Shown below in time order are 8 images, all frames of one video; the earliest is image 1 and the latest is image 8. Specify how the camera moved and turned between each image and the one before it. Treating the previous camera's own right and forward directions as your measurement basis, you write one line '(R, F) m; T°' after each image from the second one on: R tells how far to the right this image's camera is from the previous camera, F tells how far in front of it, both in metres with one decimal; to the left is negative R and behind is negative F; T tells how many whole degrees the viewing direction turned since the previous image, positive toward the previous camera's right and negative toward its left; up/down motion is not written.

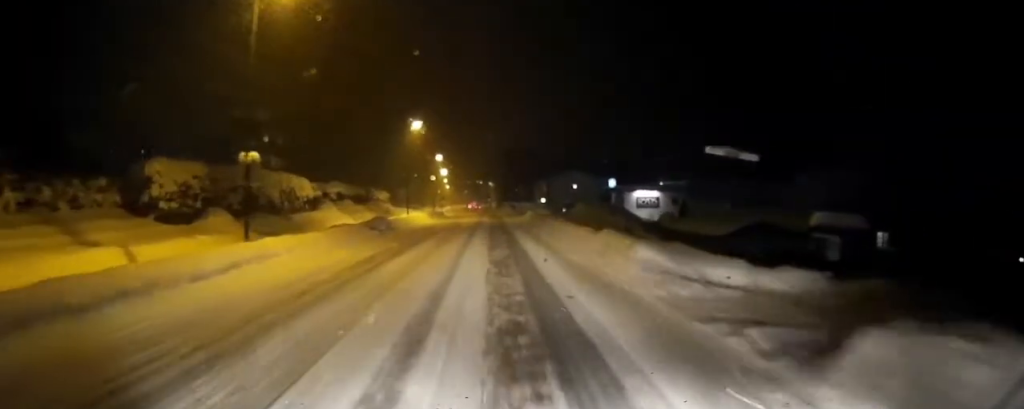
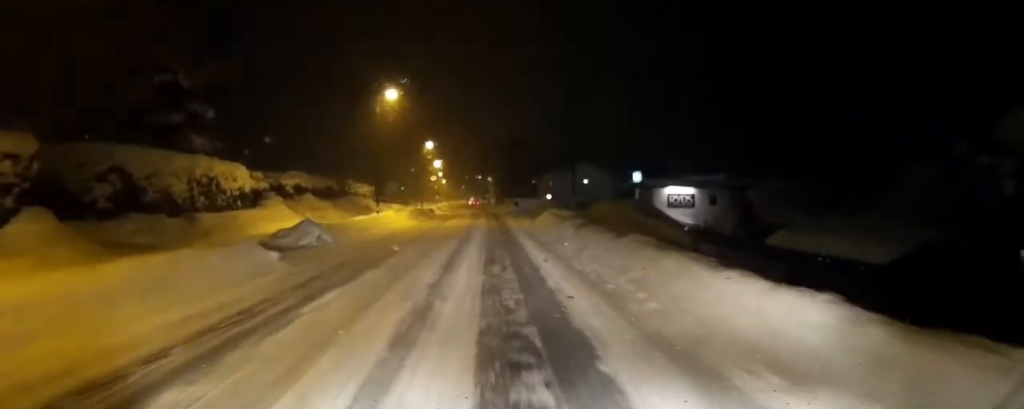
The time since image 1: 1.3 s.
(0.0, +13.4) m; -1°
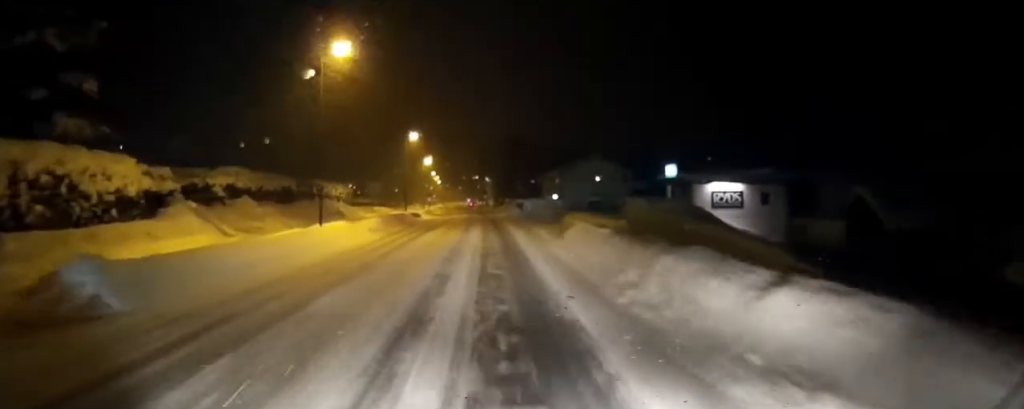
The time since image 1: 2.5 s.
(0.0, +12.7) m; +1°
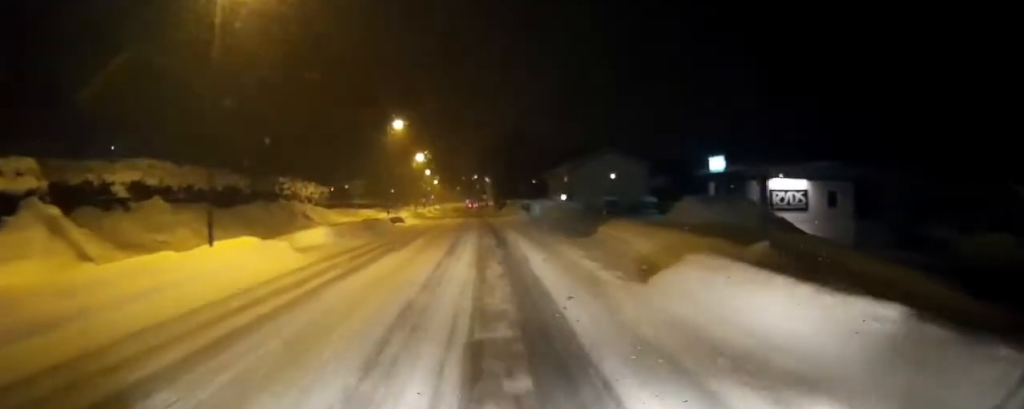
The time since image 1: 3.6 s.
(+0.1, +10.6) m; 0°
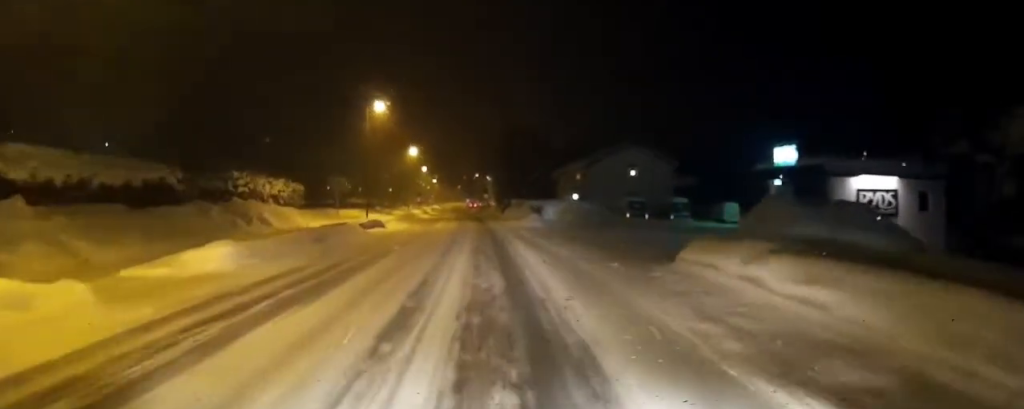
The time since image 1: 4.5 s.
(-0.1, +9.6) m; 0°
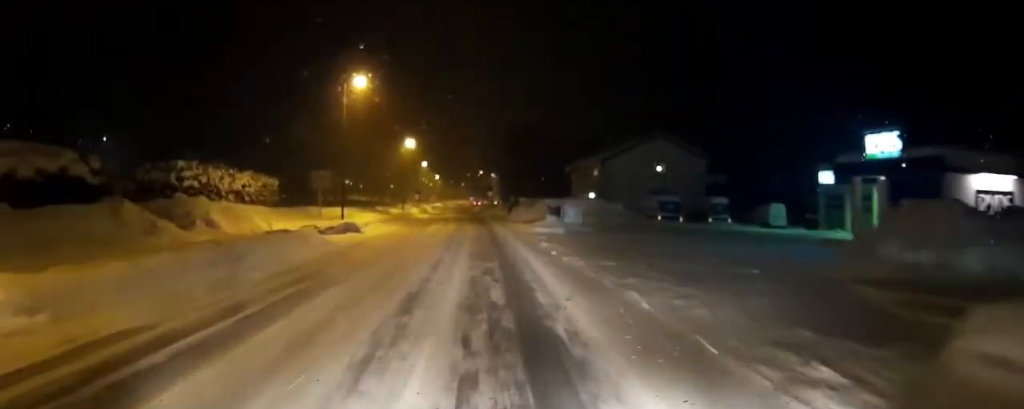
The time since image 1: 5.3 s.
(+0.1, +8.2) m; 0°
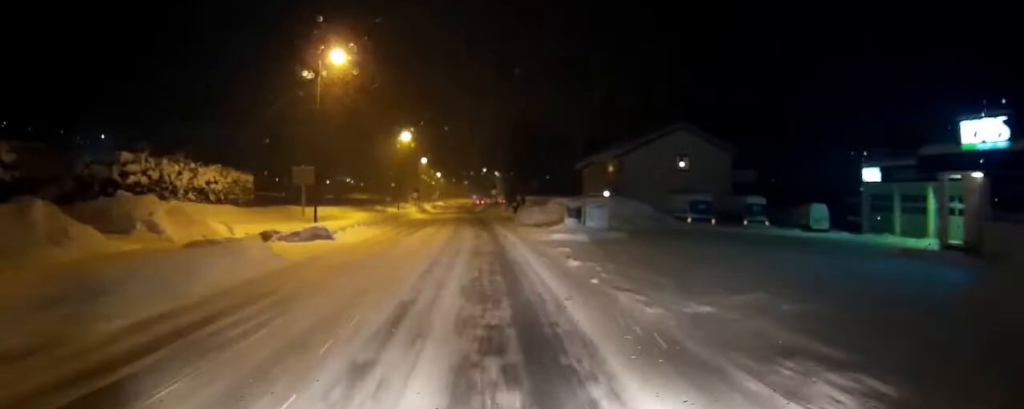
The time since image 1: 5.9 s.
(-0.1, +5.8) m; 0°
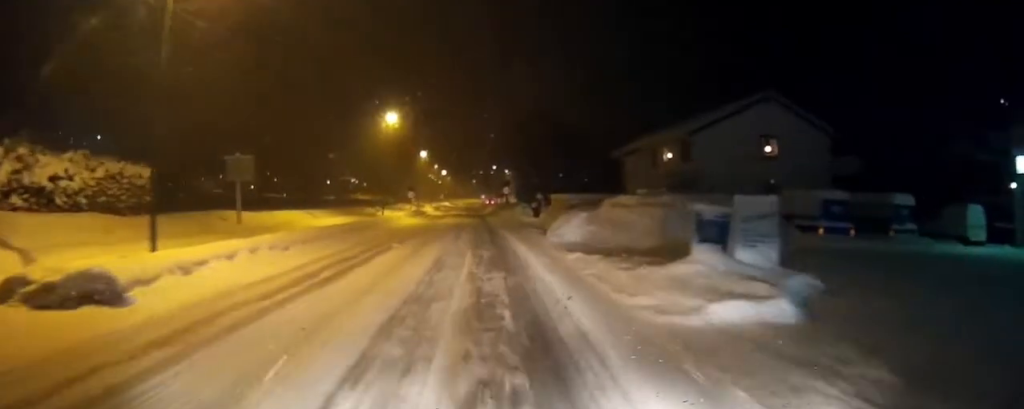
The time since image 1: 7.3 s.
(0.0, +14.5) m; 0°
